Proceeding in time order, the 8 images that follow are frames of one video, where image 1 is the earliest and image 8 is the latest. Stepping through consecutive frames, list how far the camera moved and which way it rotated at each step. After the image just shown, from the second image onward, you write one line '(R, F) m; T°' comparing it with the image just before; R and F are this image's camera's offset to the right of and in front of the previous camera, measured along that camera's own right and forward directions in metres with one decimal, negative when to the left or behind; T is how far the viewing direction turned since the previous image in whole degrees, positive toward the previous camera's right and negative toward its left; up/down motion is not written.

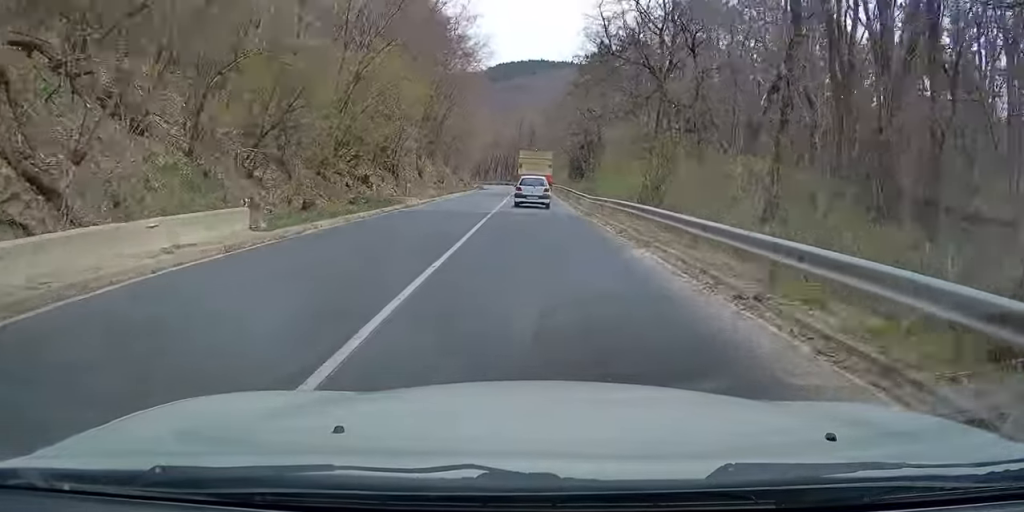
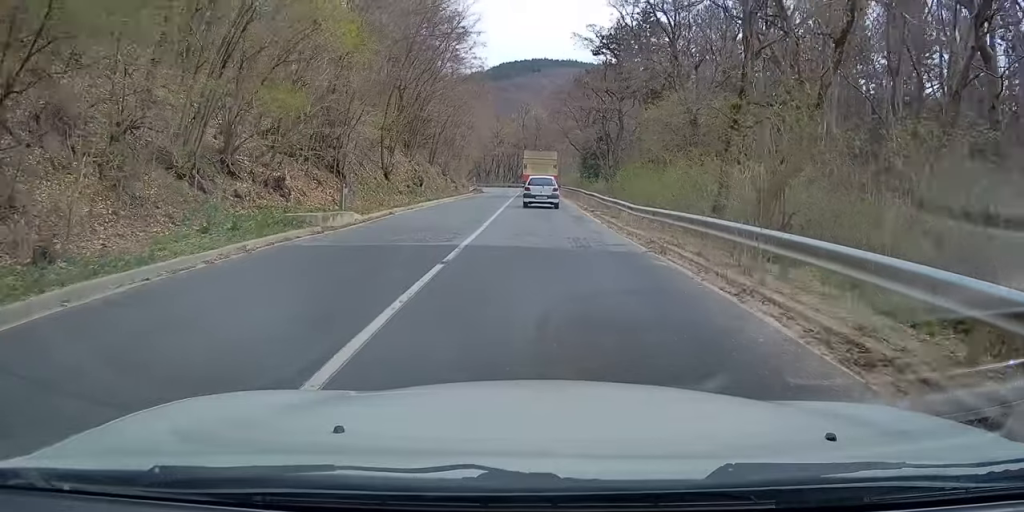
(-0.6, +11.8) m; -3°
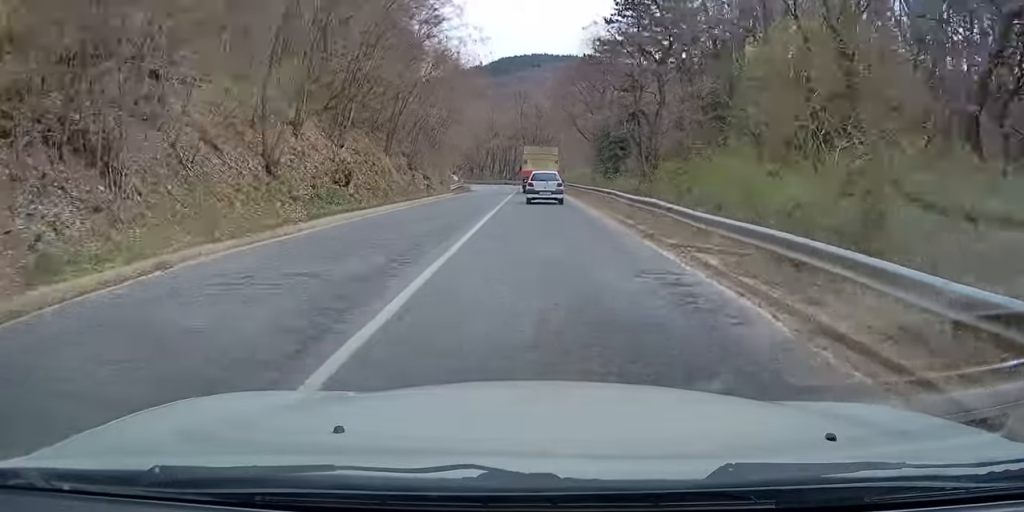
(-0.1, +15.2) m; 0°
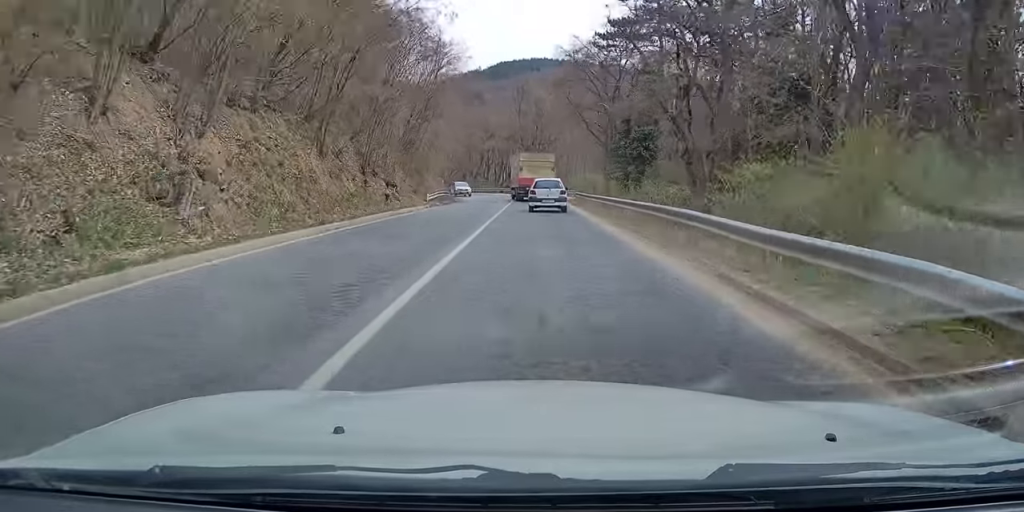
(0.0, +11.3) m; +1°
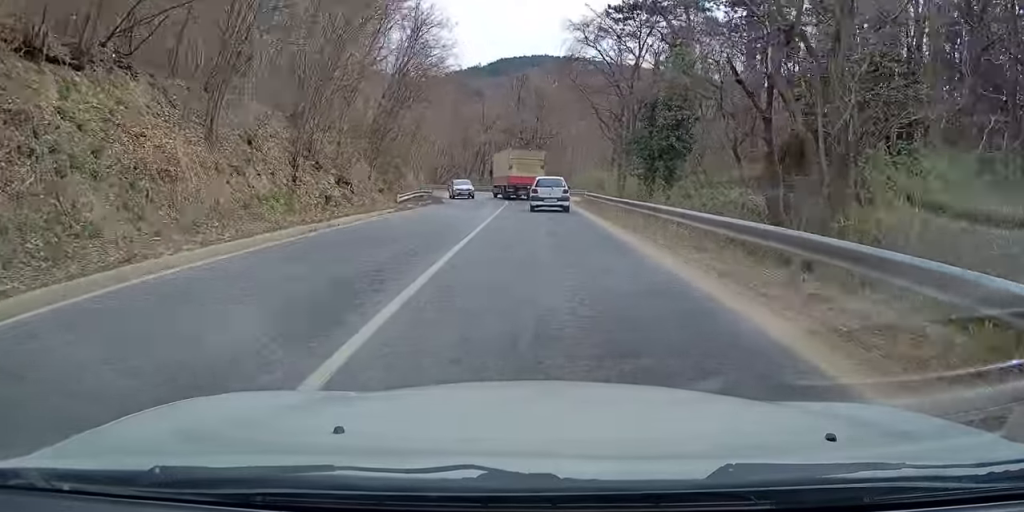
(+0.2, +8.7) m; 0°
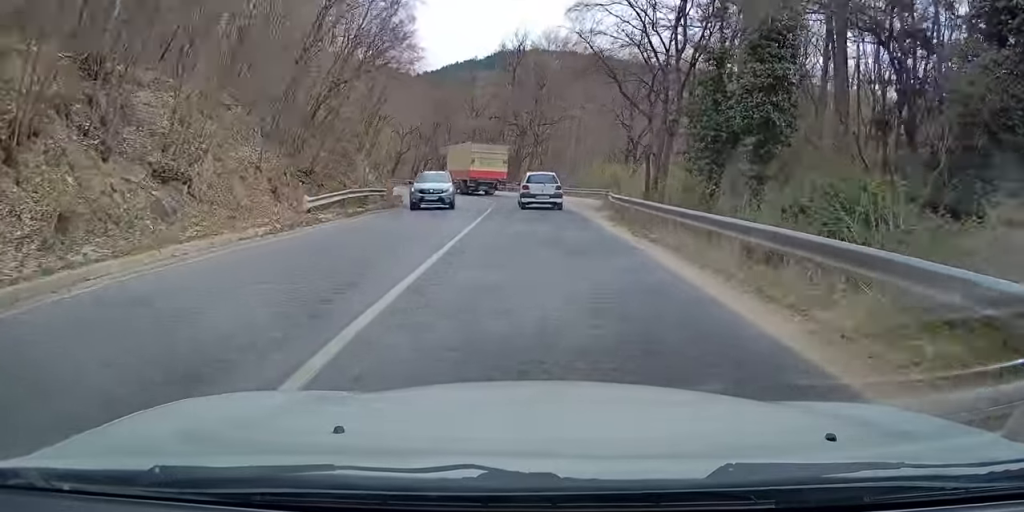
(0.0, +12.7) m; -2°
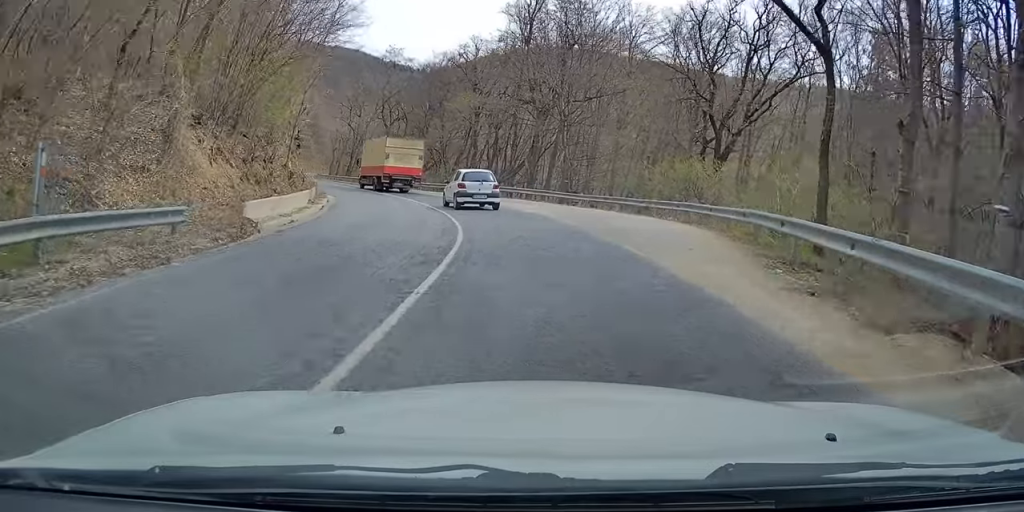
(-1.2, +19.9) m; -7°
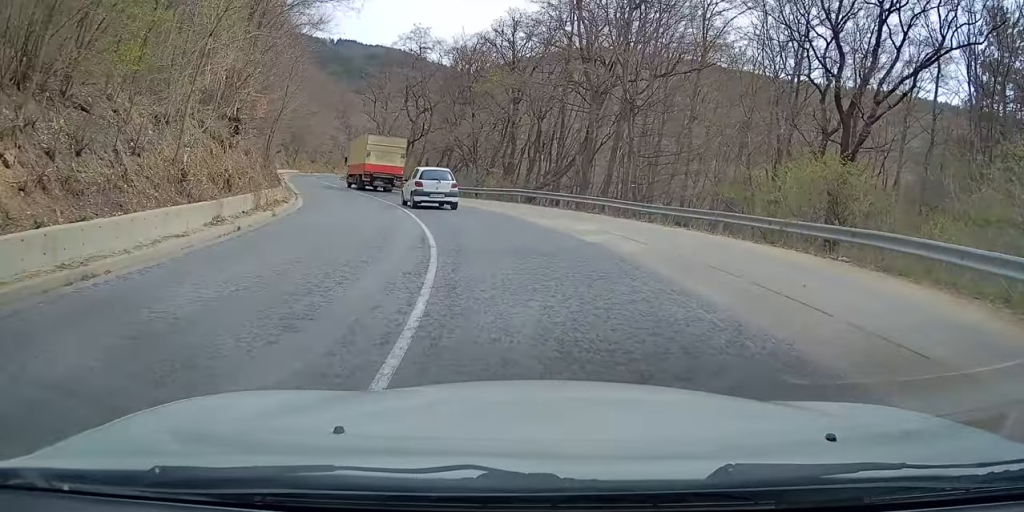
(-0.1, +10.3) m; -2°
